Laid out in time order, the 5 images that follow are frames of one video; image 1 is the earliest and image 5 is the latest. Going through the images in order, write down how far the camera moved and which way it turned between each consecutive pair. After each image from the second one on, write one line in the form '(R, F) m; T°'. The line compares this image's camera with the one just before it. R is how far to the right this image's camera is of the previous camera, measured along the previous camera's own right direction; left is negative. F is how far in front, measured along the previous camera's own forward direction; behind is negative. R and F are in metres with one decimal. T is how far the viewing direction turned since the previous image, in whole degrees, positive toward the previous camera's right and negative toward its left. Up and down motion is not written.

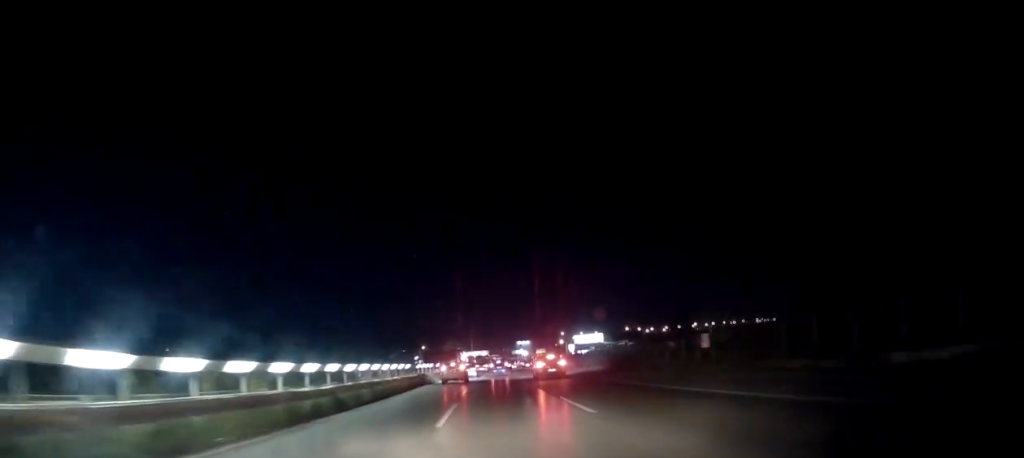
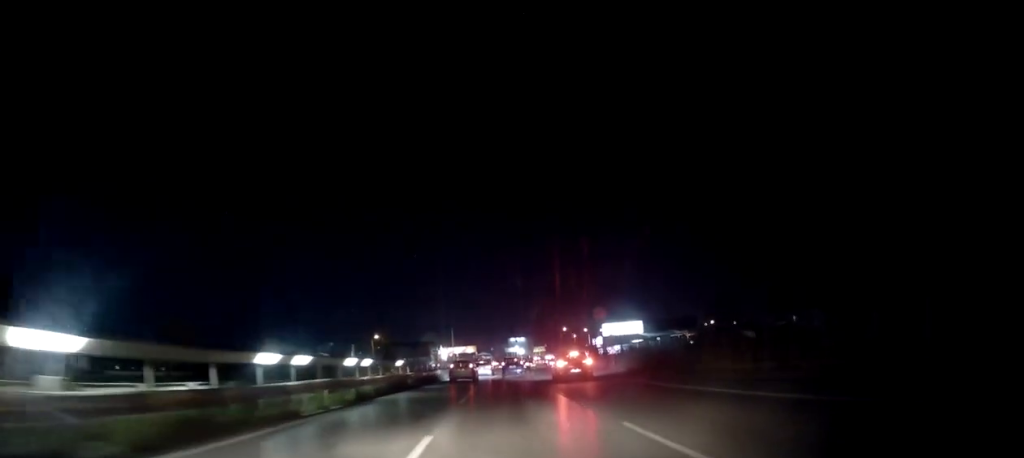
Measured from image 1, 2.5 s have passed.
(+1.4, +50.3) m; +3°
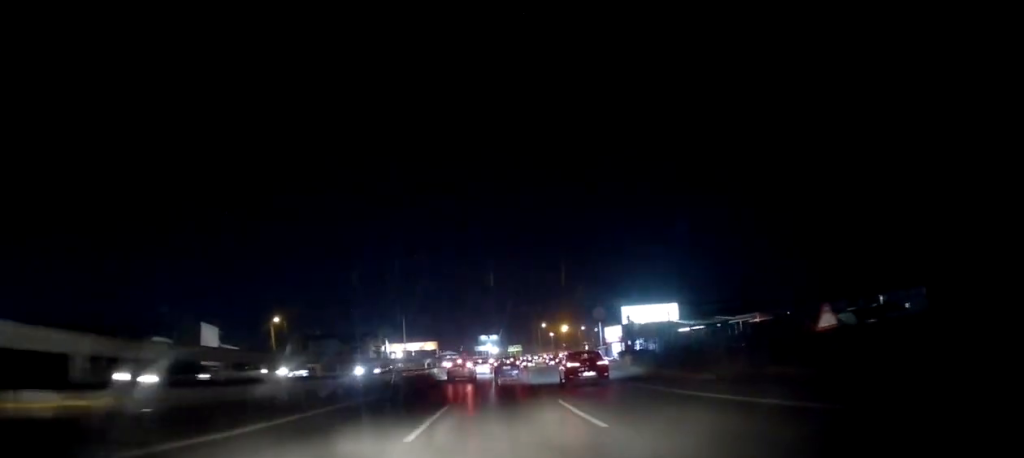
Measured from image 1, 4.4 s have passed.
(+0.3, +36.2) m; +2°
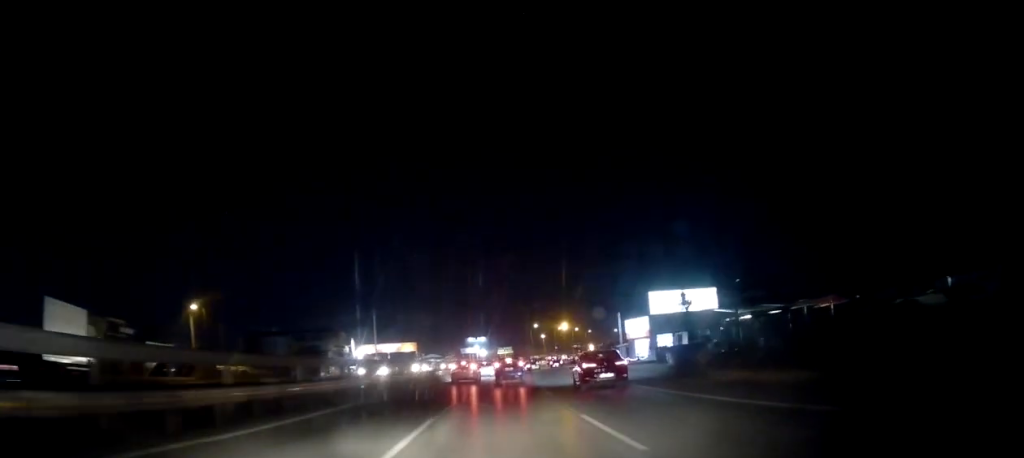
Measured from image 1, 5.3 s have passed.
(+0.4, +16.7) m; +2°
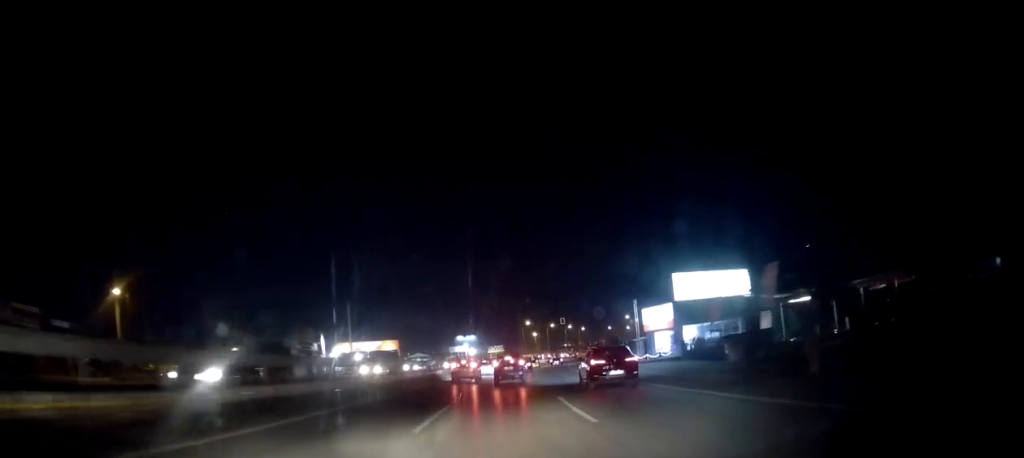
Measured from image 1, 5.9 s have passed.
(0.0, +9.9) m; +1°
